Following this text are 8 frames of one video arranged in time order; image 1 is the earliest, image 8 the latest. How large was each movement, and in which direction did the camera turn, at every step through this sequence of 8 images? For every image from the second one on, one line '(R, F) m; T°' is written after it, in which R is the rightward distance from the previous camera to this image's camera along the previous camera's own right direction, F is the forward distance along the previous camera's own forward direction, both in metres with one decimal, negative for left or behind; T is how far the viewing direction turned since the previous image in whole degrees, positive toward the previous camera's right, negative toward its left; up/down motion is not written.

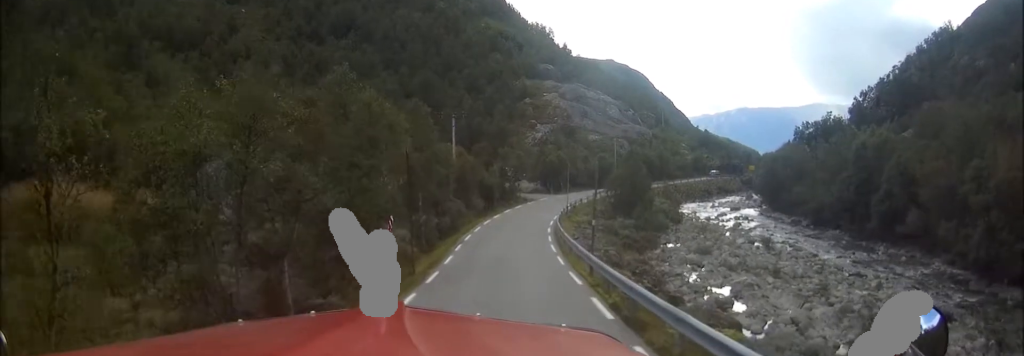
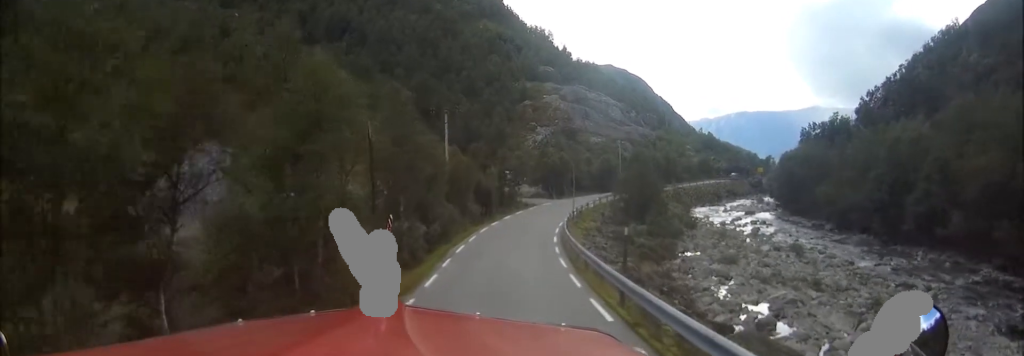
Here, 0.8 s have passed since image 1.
(0.0, +6.3) m; 0°
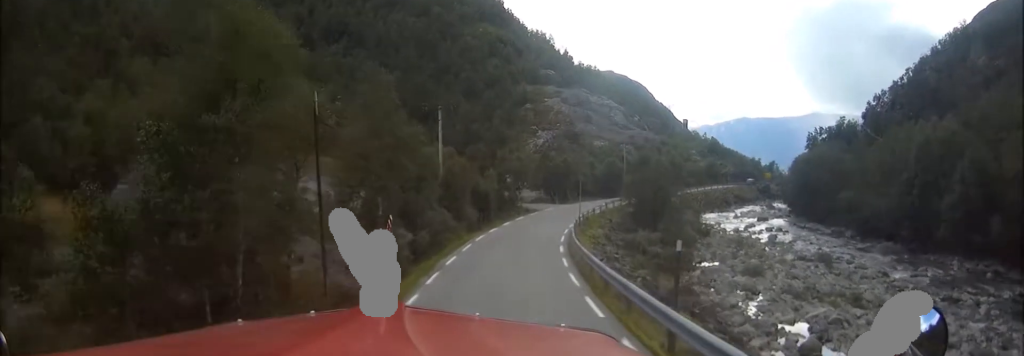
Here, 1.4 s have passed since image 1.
(0.0, +5.1) m; 0°
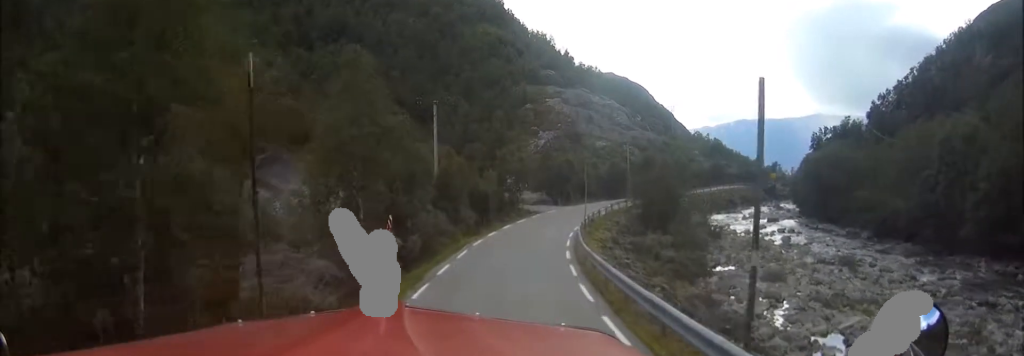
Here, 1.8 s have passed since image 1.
(0.0, +3.5) m; 0°
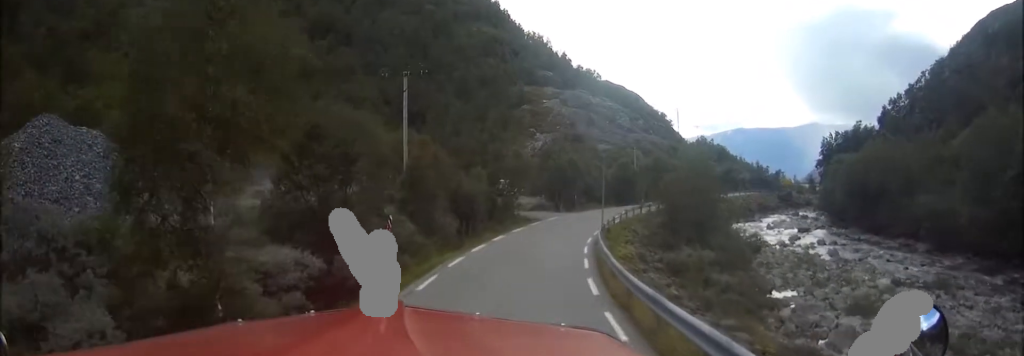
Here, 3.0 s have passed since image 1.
(+0.2, +11.4) m; +2°
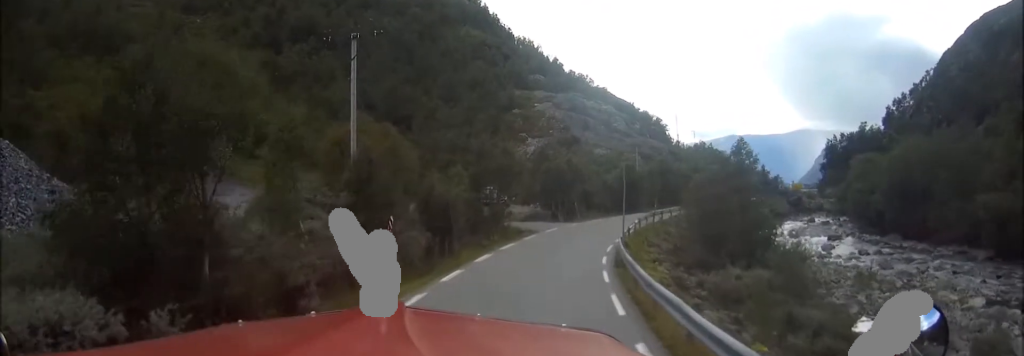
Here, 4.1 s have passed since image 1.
(+0.1, +10.0) m; +1°
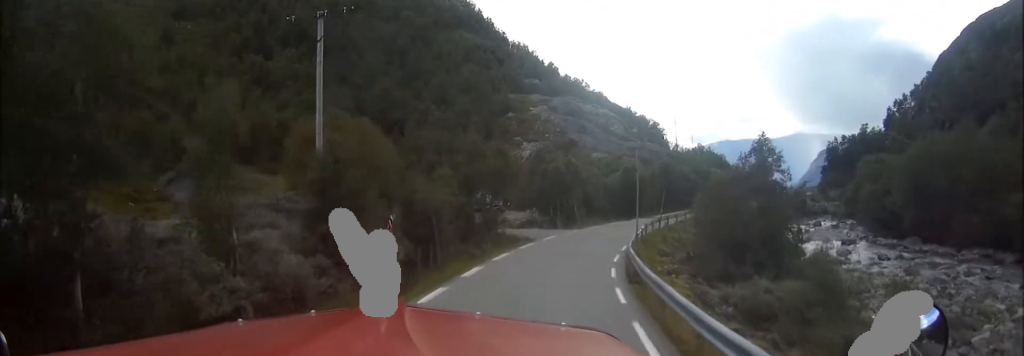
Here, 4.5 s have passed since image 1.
(0.0, +4.1) m; 0°
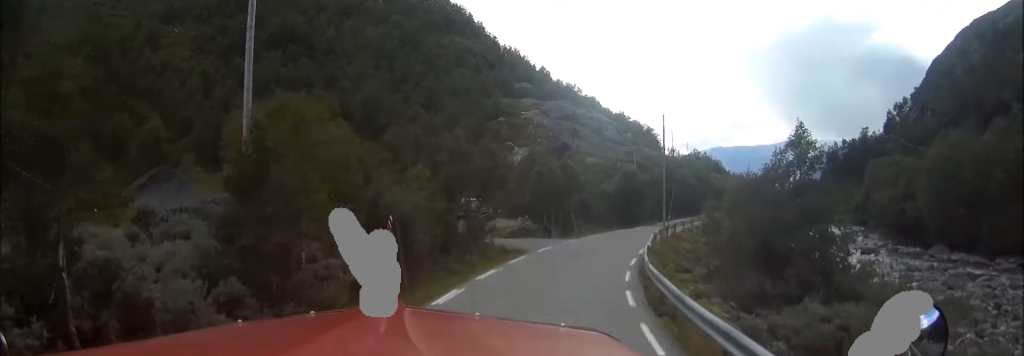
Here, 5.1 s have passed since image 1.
(+0.1, +5.6) m; +1°
